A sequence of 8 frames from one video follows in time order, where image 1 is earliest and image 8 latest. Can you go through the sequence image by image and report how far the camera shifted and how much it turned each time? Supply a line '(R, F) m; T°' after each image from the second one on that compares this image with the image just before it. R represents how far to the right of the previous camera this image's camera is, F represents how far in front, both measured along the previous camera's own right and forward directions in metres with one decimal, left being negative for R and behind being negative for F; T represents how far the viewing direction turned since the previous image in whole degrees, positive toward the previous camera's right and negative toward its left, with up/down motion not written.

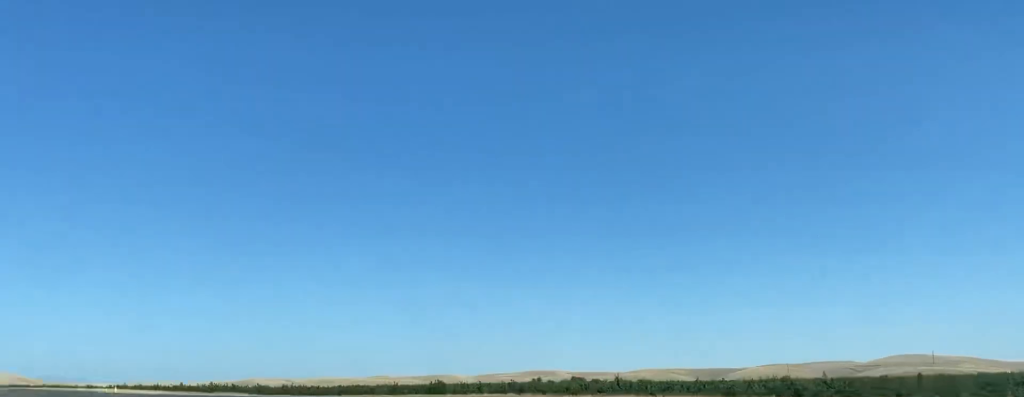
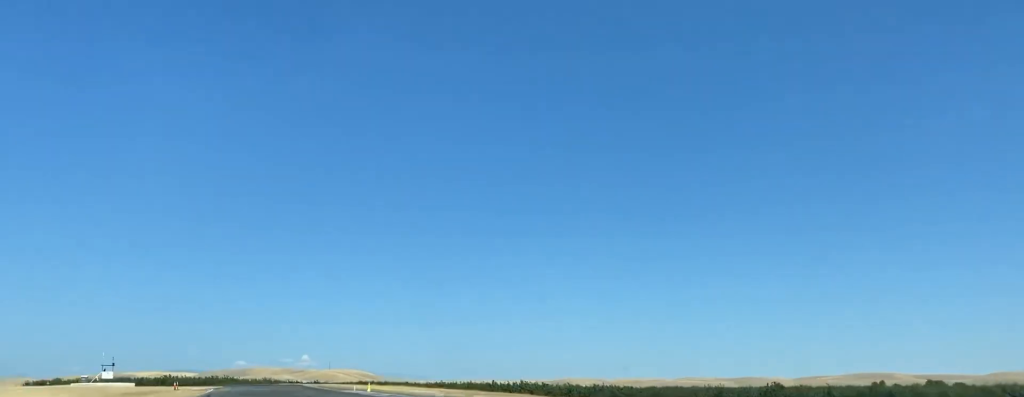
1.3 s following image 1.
(-3.7, +45.7) m; -5°
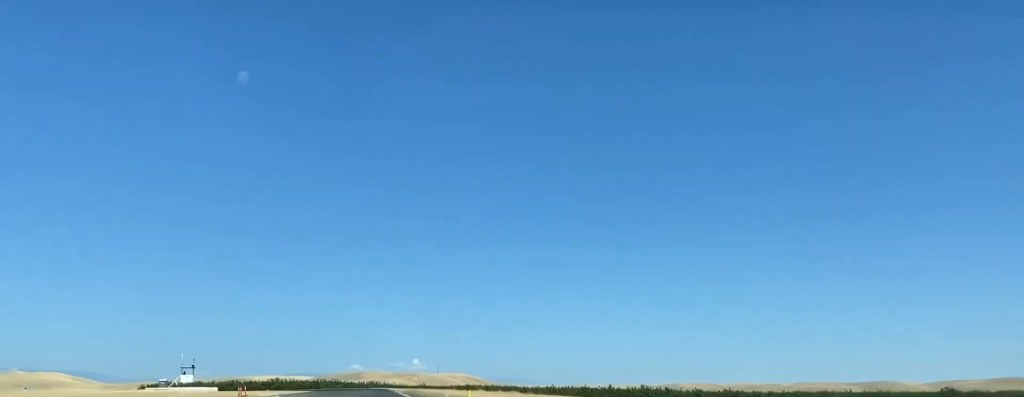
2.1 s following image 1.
(-0.4, +28.7) m; 0°
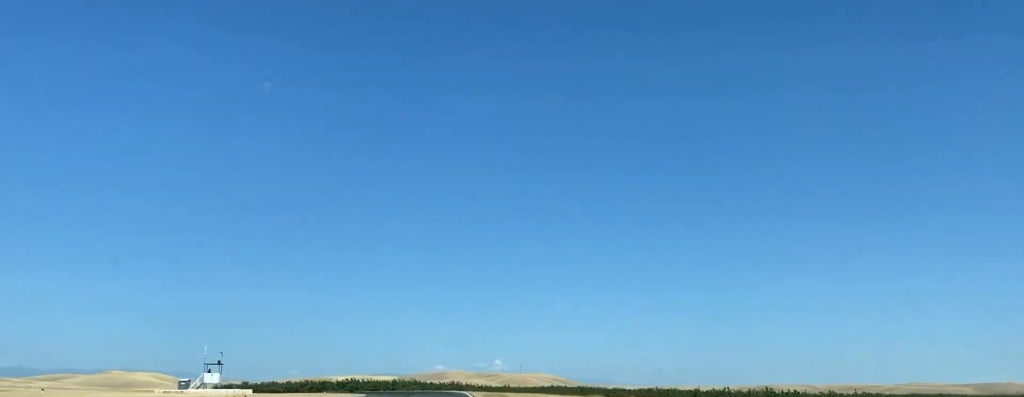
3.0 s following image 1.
(+0.6, +37.0) m; -1°
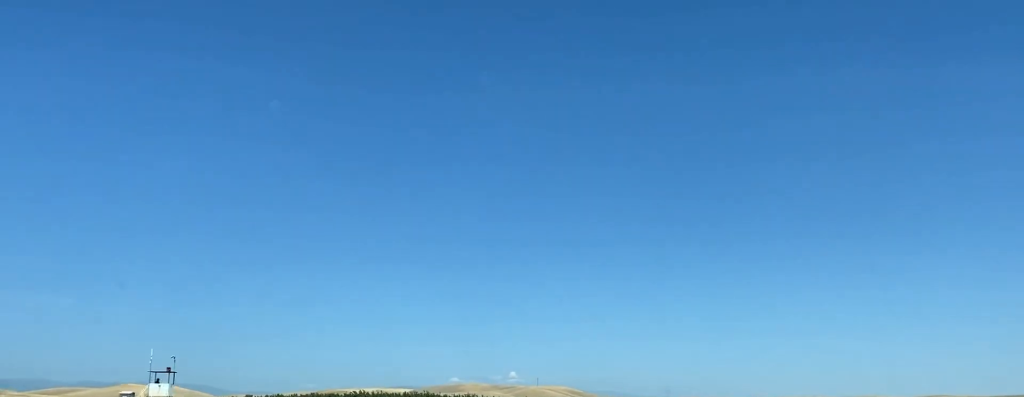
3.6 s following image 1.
(-0.4, +25.7) m; -6°
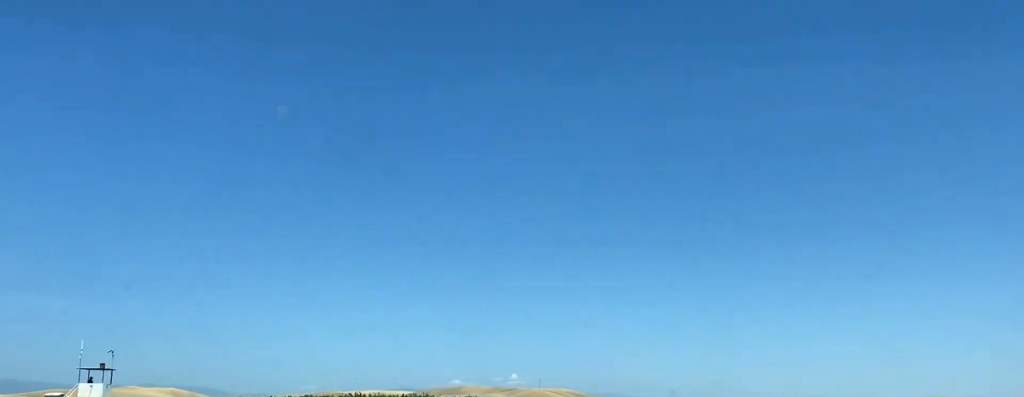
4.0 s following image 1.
(+0.5, +16.2) m; -4°
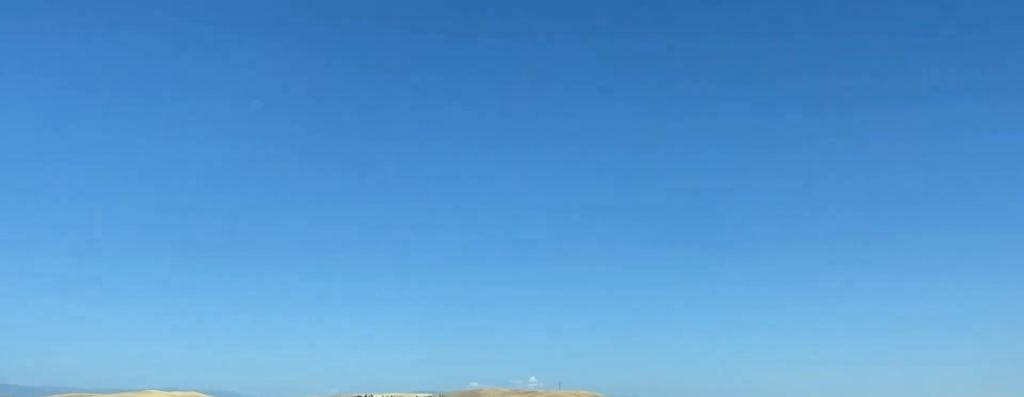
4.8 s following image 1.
(-3.7, +29.8) m; -7°
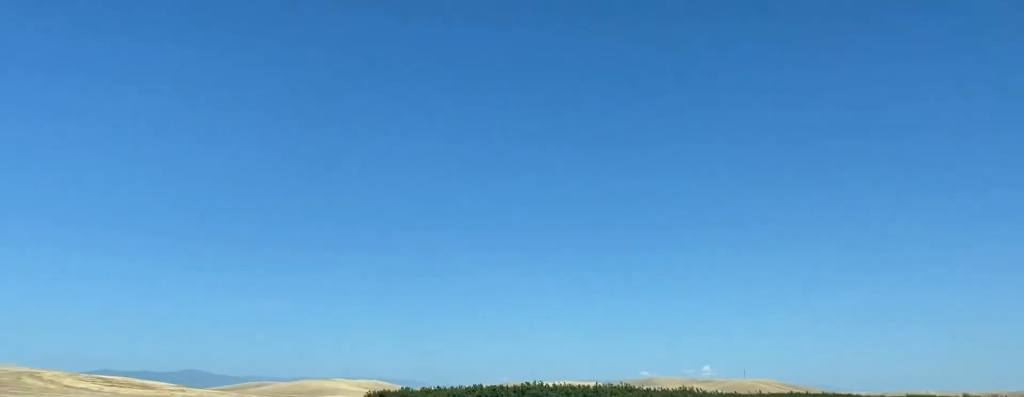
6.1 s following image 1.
(-3.7, +54.3) m; -12°
